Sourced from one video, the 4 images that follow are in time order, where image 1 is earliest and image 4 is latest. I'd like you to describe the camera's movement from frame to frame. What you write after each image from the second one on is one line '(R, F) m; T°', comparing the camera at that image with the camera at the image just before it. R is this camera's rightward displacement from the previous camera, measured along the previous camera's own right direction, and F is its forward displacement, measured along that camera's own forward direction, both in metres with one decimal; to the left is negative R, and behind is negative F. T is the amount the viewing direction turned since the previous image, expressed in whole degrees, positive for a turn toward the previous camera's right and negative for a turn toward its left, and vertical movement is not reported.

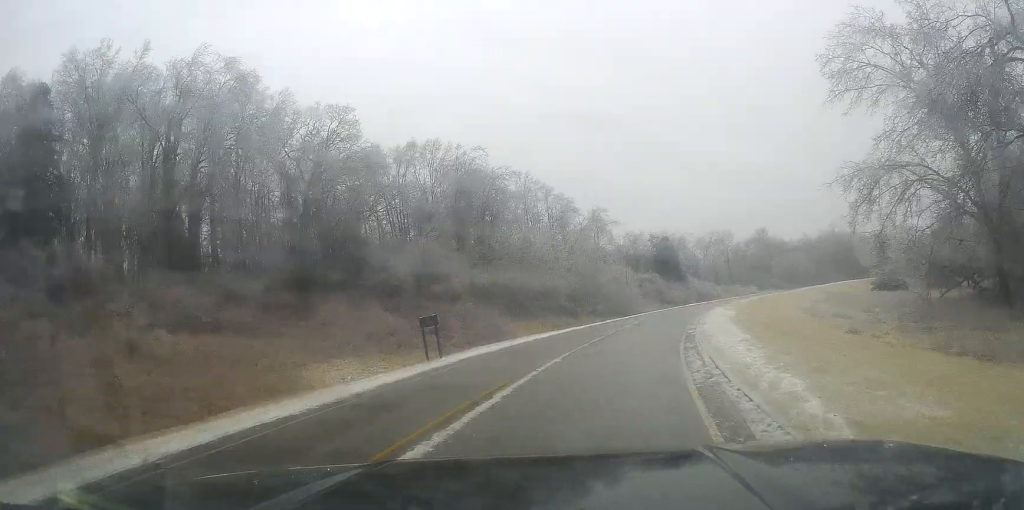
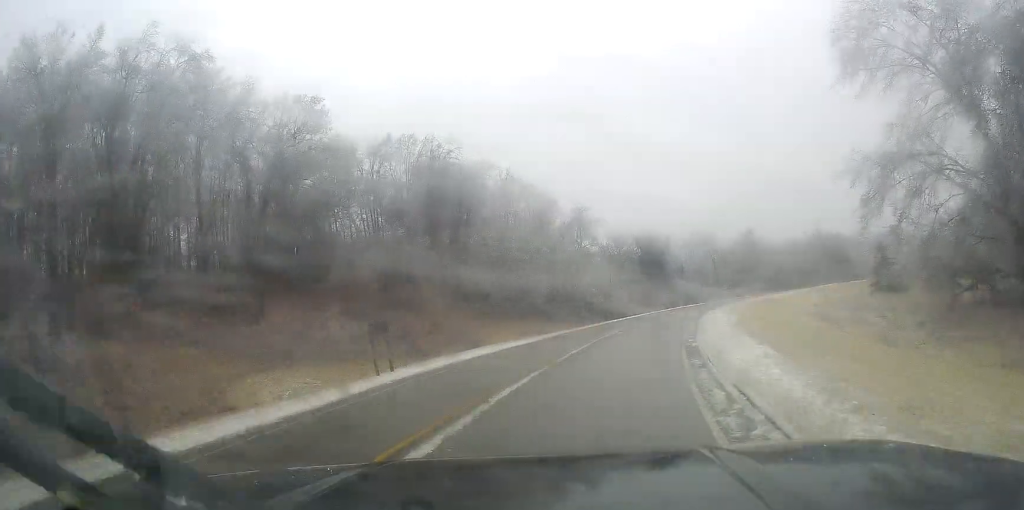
(+0.1, +4.6) m; +2°
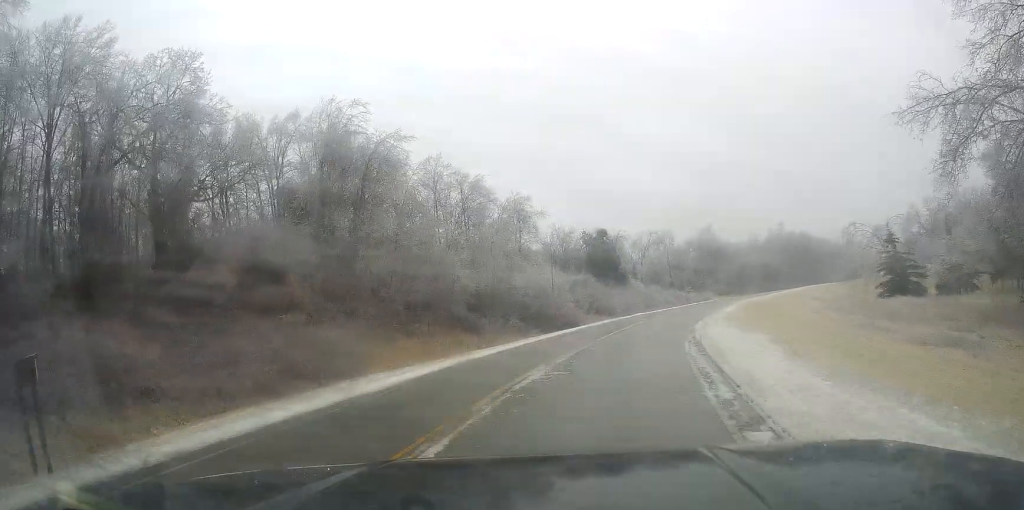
(+0.8, +15.1) m; +4°
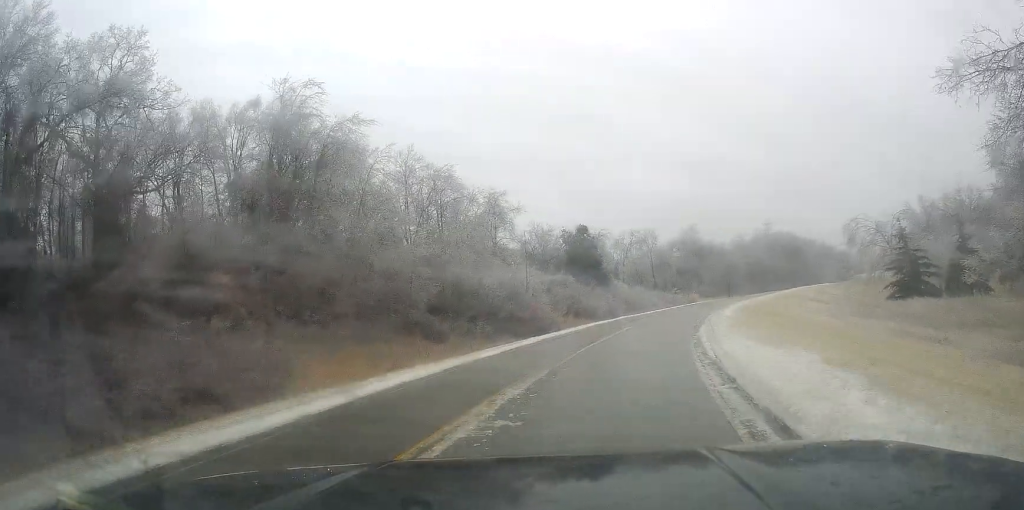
(0.0, +5.9) m; 0°
